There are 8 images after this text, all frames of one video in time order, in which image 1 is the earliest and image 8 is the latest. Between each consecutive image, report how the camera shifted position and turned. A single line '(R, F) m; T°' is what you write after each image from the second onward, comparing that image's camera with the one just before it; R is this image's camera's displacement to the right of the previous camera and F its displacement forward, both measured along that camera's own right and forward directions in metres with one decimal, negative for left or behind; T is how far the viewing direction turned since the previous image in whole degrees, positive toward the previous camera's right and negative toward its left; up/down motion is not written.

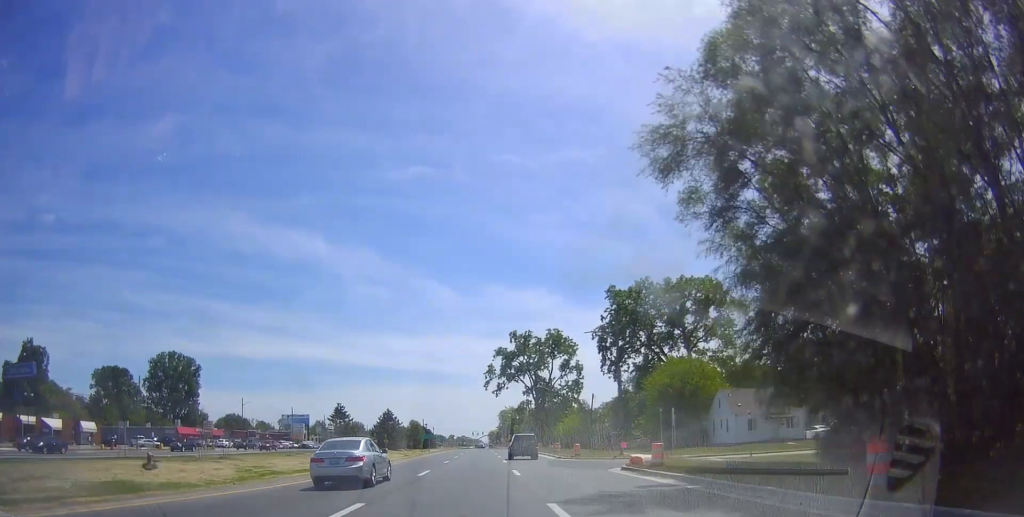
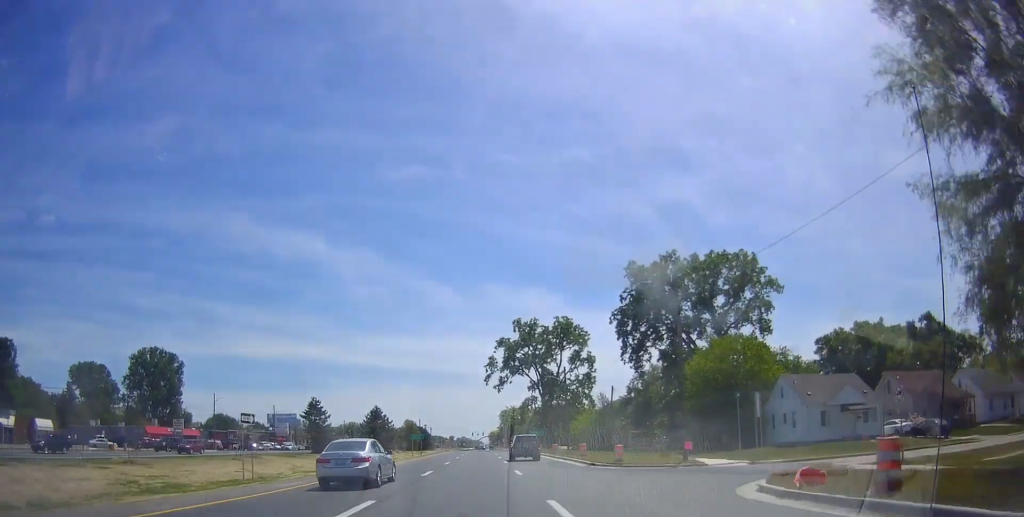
(+0.3, +14.3) m; +1°
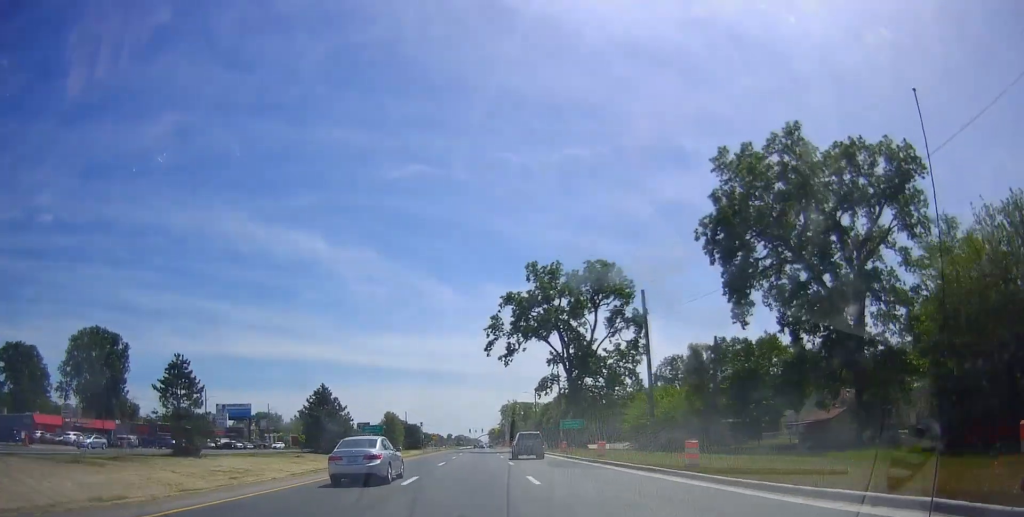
(+0.1, +36.9) m; -1°
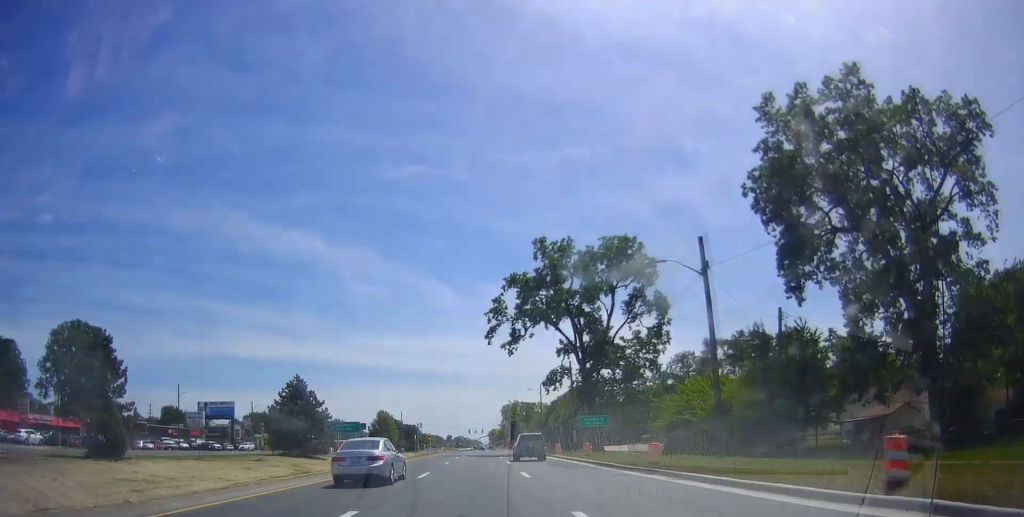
(-0.2, +10.5) m; 0°
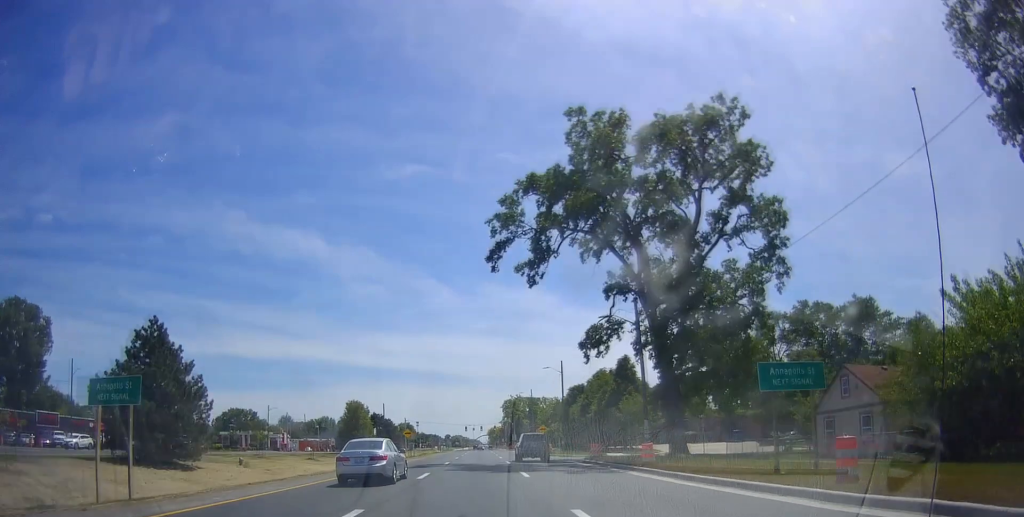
(+0.2, +29.2) m; 0°
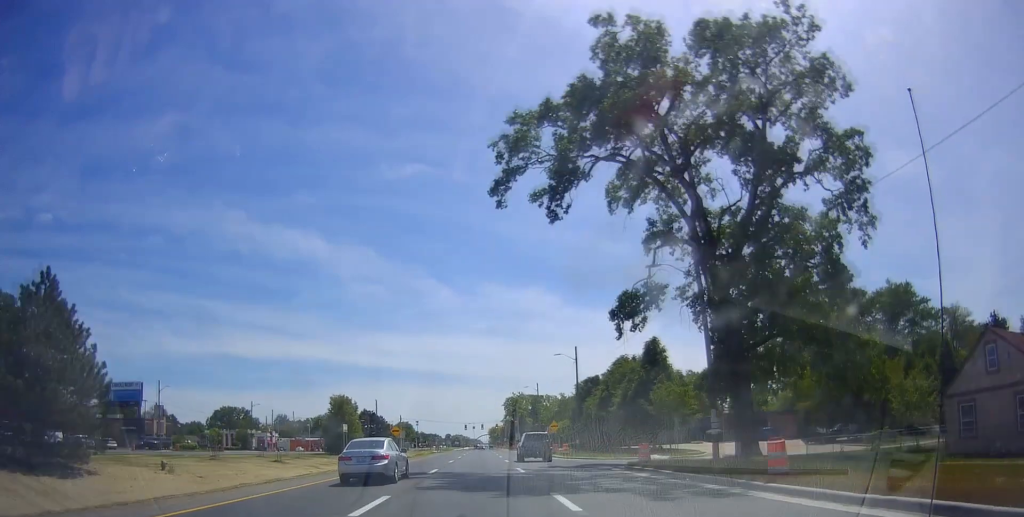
(-0.2, +10.9) m; -1°
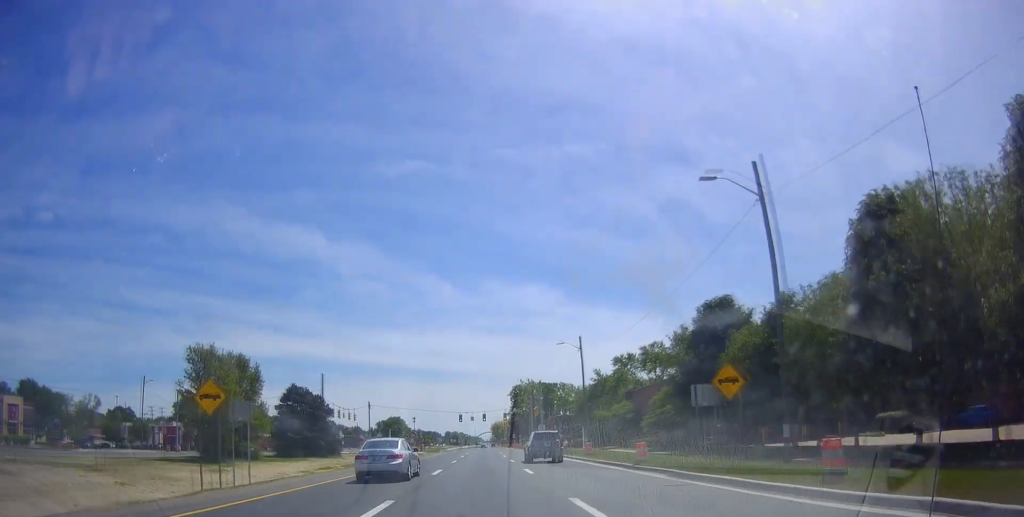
(+0.4, +45.1) m; +3°
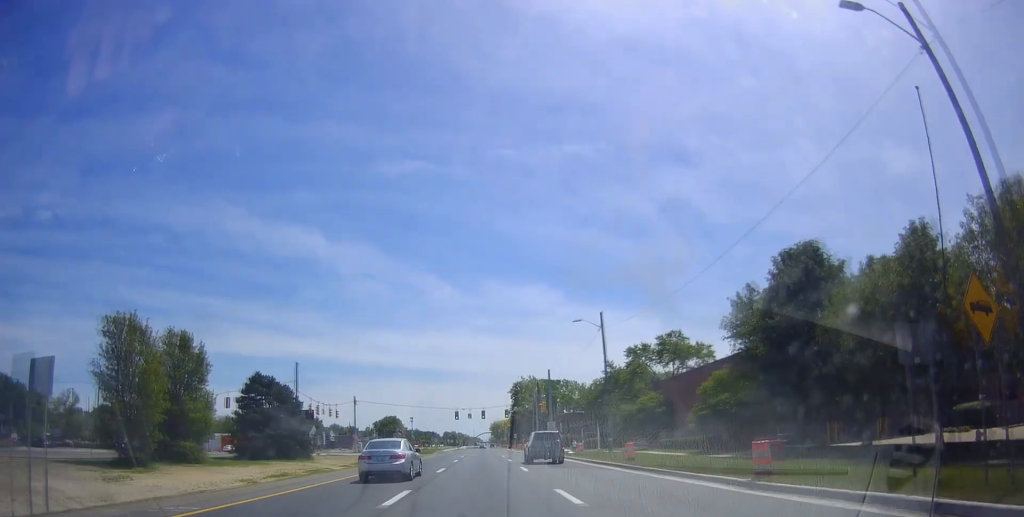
(+0.1, +11.6) m; 0°
